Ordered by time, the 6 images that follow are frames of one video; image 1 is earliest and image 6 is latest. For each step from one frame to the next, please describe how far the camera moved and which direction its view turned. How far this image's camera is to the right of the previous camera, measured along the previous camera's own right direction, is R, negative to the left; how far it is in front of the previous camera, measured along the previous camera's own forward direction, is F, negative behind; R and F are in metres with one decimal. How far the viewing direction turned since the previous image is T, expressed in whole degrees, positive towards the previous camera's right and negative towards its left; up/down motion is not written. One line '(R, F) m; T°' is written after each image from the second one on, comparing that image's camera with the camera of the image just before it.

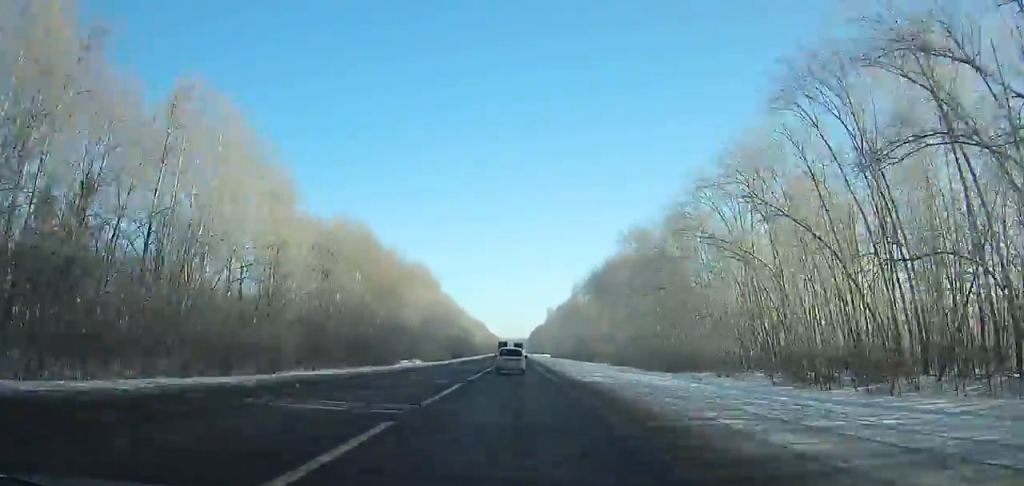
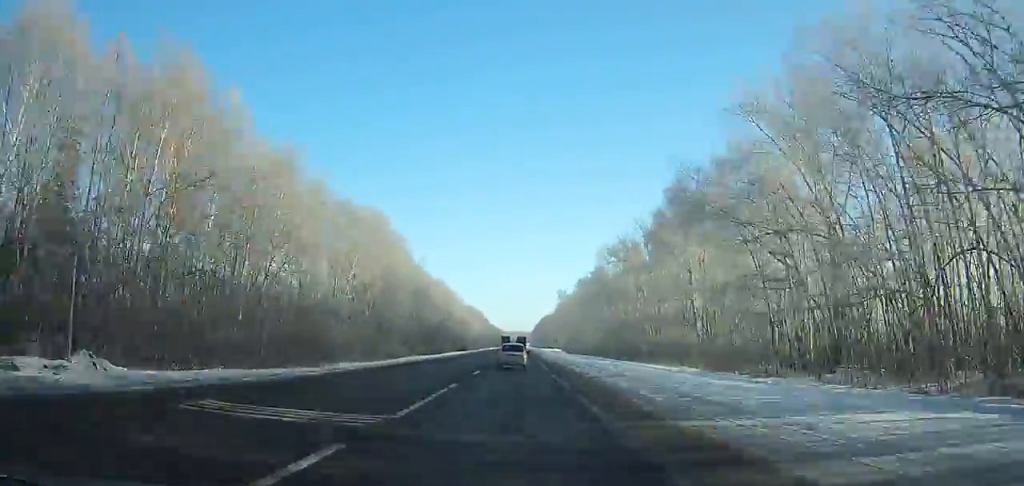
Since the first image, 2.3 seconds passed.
(0.0, +50.3) m; 0°
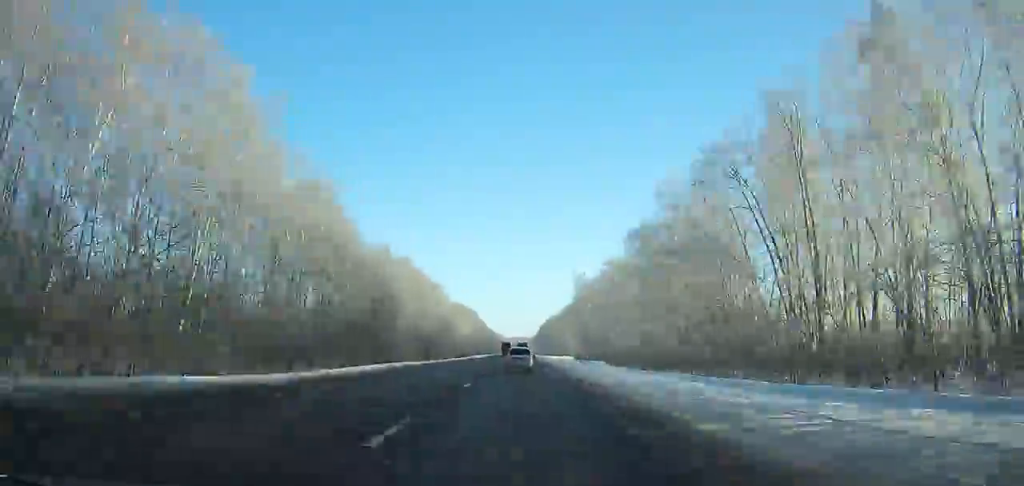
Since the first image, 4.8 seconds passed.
(0.0, +55.6) m; 0°
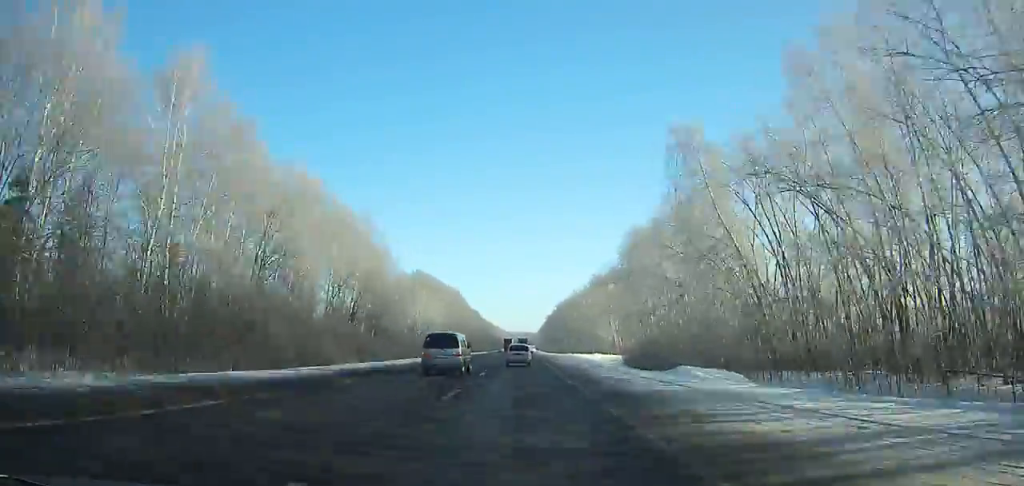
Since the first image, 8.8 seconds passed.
(+0.2, +89.7) m; 0°
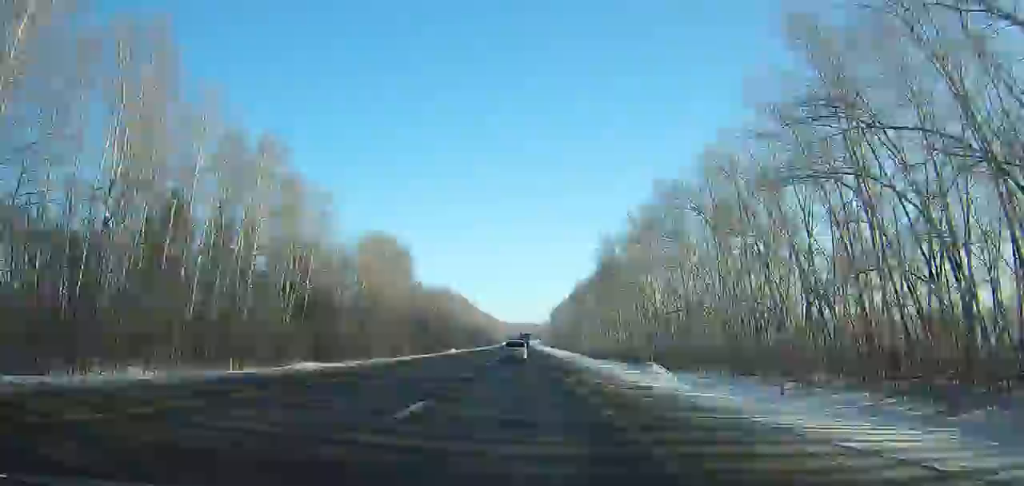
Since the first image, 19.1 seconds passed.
(-0.9, +233.0) m; -1°
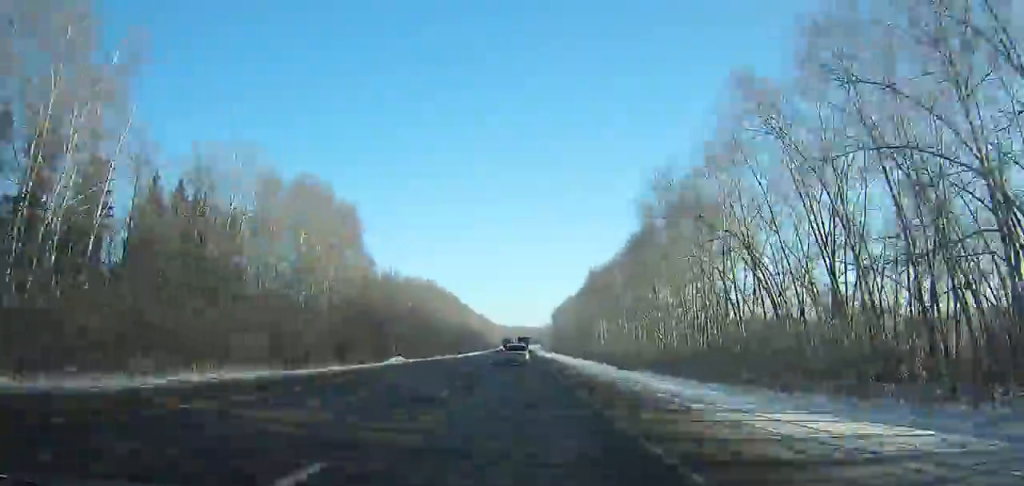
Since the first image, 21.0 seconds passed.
(+0.1, +43.2) m; 0°
